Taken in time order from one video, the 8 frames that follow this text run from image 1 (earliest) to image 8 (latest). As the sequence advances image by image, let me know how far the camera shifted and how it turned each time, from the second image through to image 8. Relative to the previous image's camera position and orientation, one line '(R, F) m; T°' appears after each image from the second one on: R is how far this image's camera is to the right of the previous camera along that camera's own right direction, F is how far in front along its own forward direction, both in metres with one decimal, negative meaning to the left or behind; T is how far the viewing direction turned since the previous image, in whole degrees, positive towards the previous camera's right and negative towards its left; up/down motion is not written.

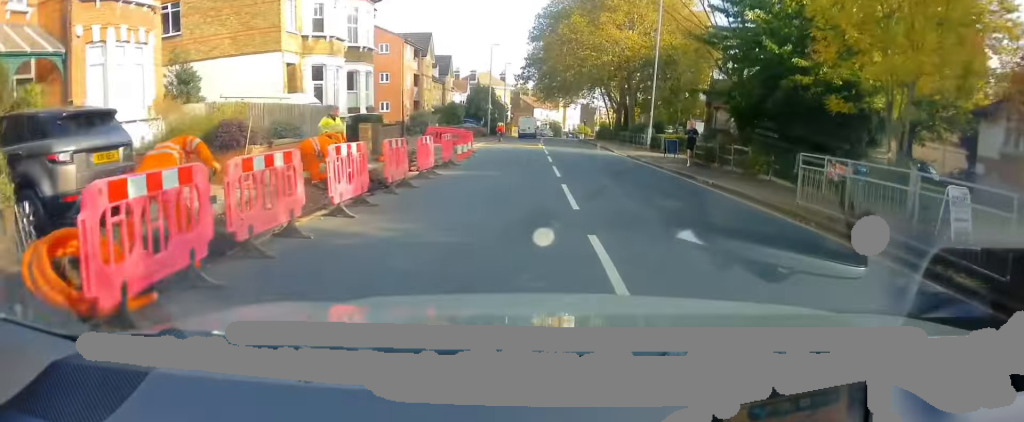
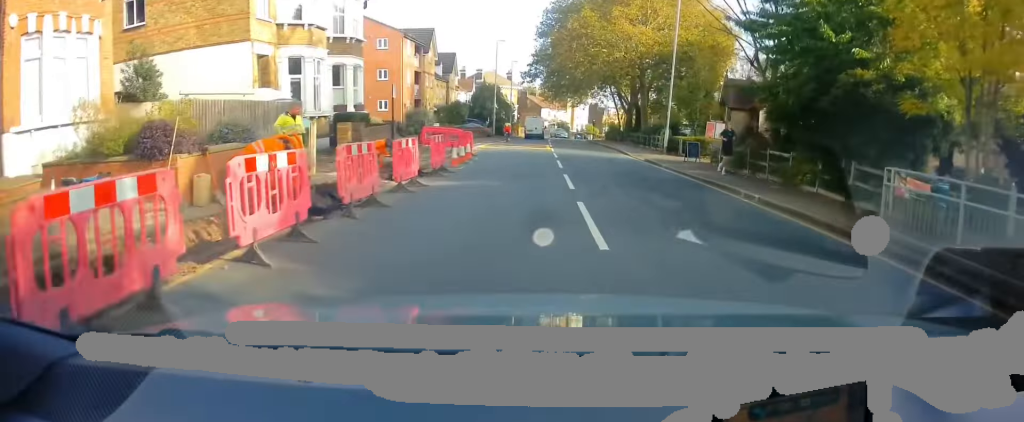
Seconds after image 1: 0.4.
(-0.2, +2.9) m; 0°
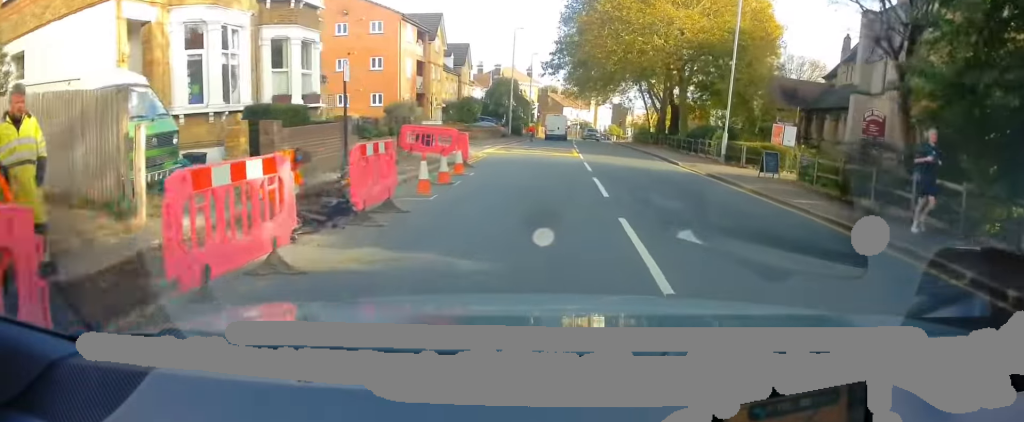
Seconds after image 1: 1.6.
(+0.3, +7.6) m; +1°
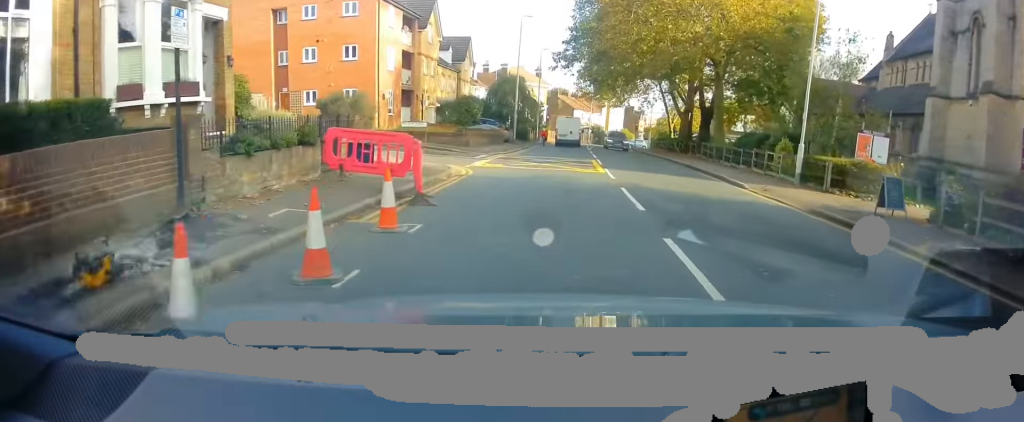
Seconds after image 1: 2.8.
(-0.4, +7.5) m; -3°
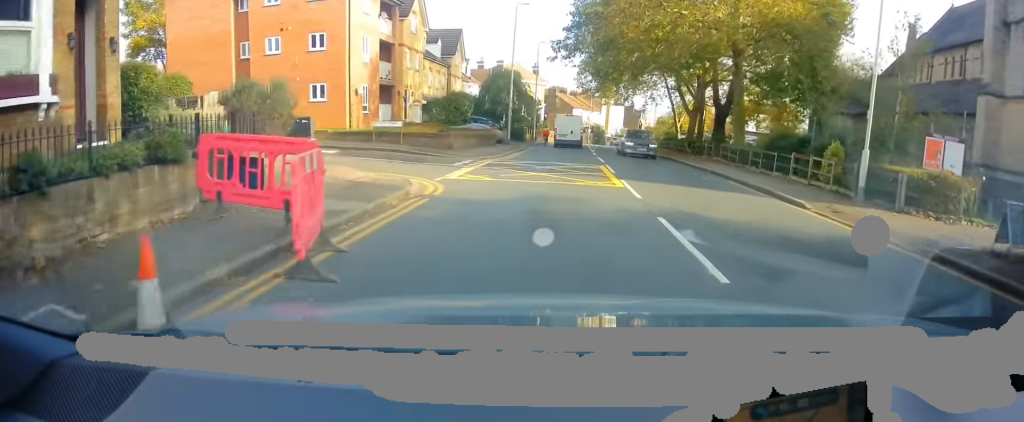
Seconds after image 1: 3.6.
(-0.1, +4.5) m; +3°
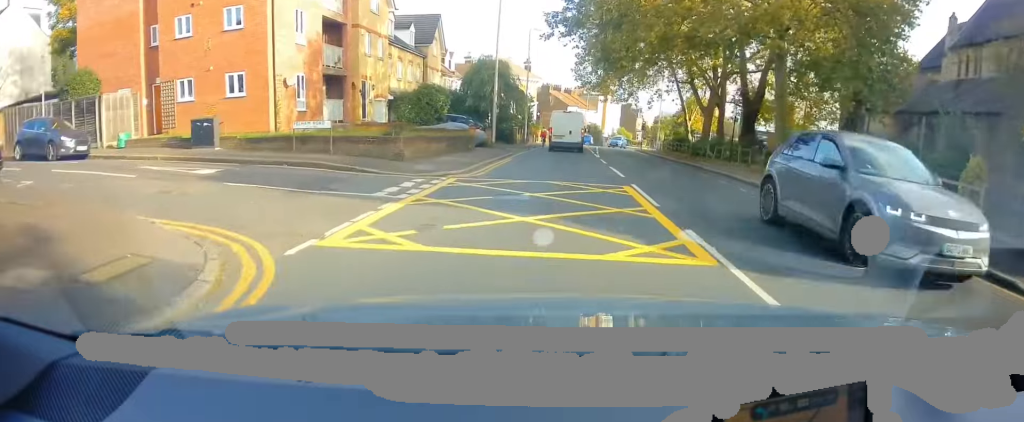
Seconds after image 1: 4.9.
(+0.4, +7.4) m; -1°
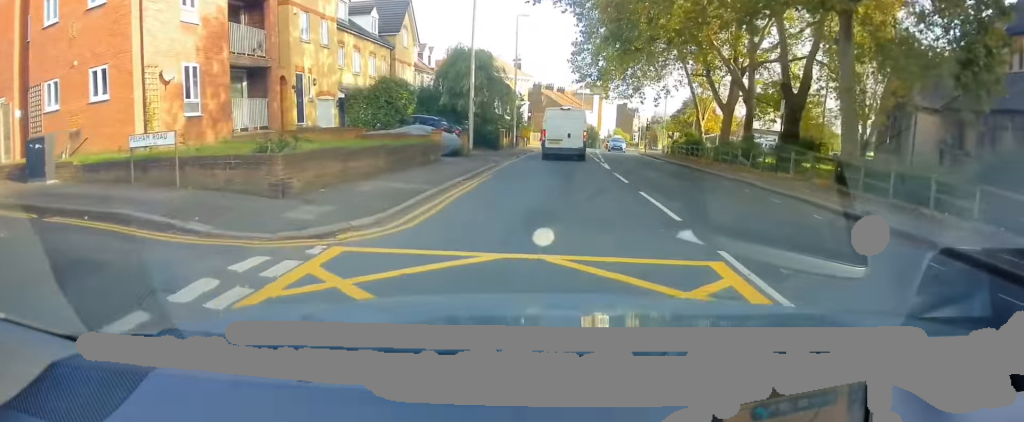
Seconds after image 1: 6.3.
(-0.5, +7.5) m; -3°
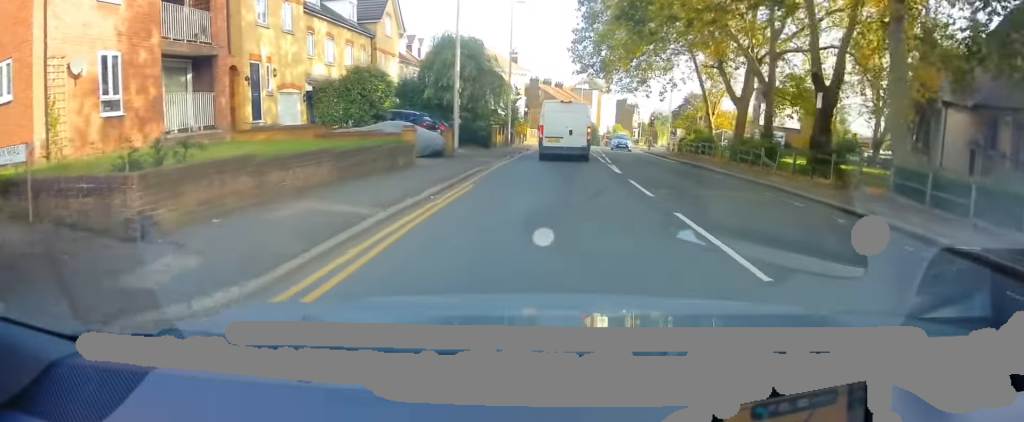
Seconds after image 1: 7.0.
(+0.1, +3.7) m; +1°
